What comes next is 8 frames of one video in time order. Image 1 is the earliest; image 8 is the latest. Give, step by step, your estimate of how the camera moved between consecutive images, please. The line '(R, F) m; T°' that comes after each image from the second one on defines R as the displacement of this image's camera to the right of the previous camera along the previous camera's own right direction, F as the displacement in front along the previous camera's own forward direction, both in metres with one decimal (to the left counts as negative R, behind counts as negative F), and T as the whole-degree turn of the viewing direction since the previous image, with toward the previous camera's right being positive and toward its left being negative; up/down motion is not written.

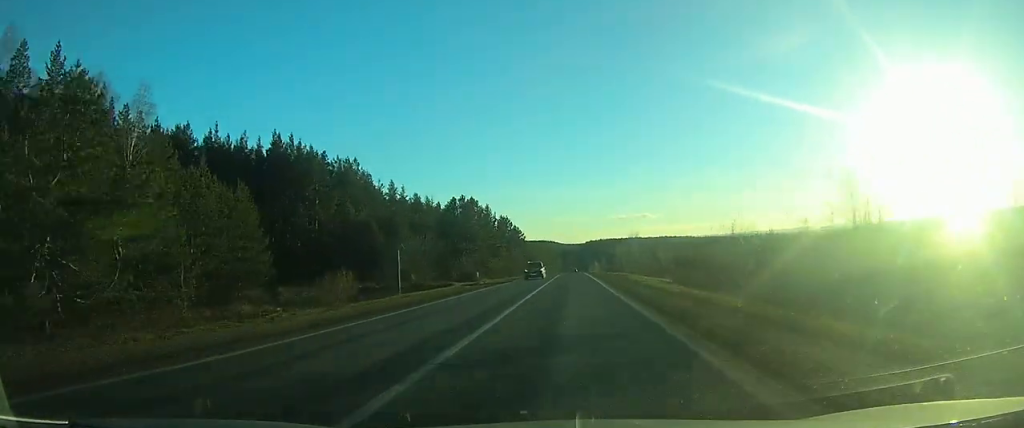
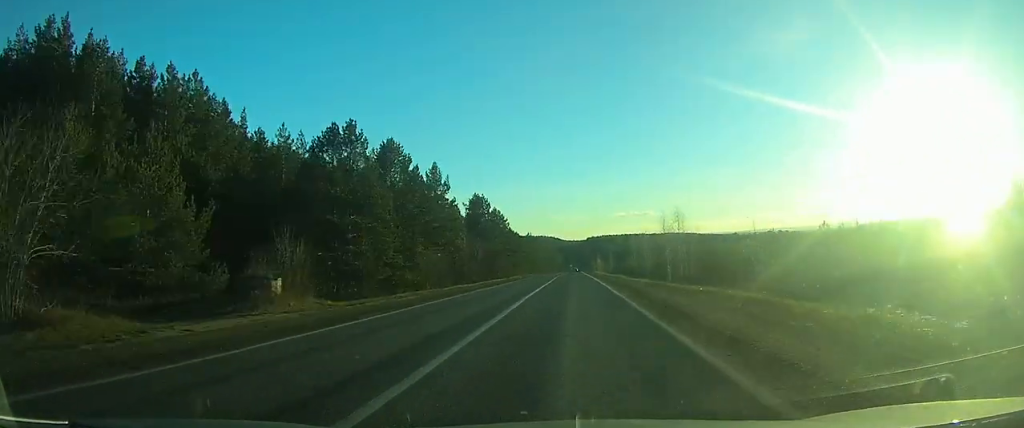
(-0.1, +43.5) m; +1°
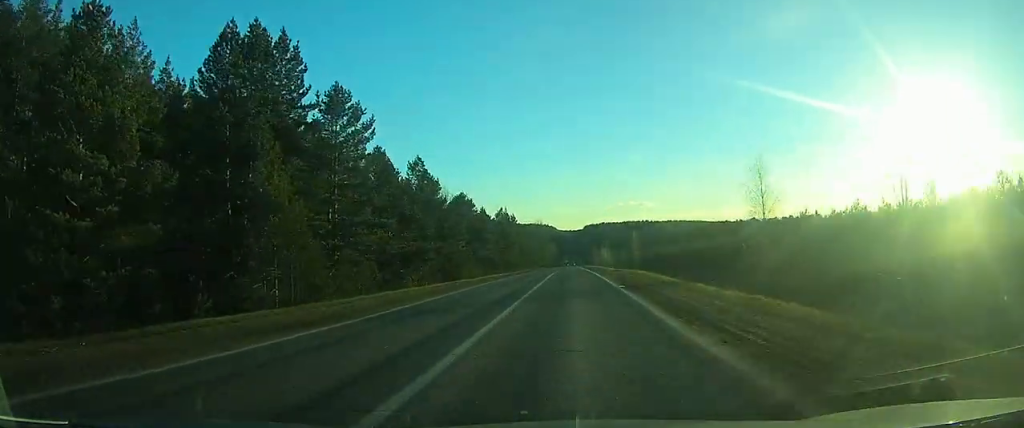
(+6.6, +81.5) m; +1°
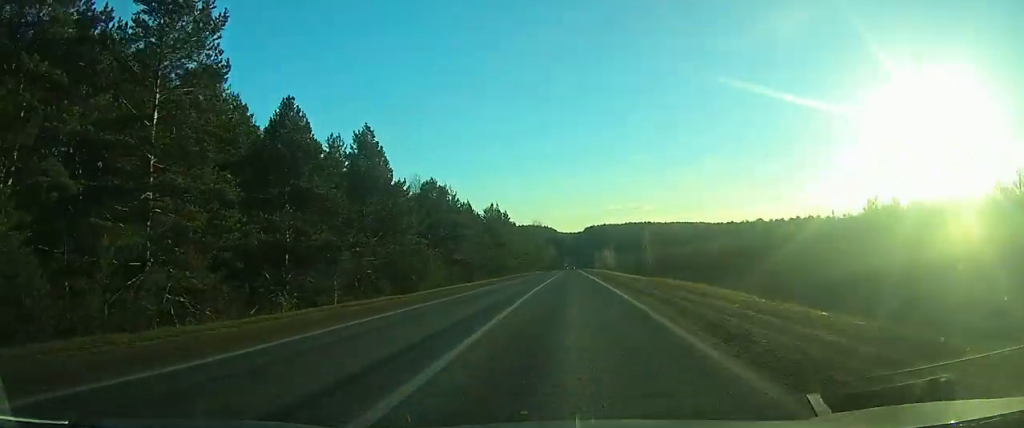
(+0.5, +20.2) m; -4°
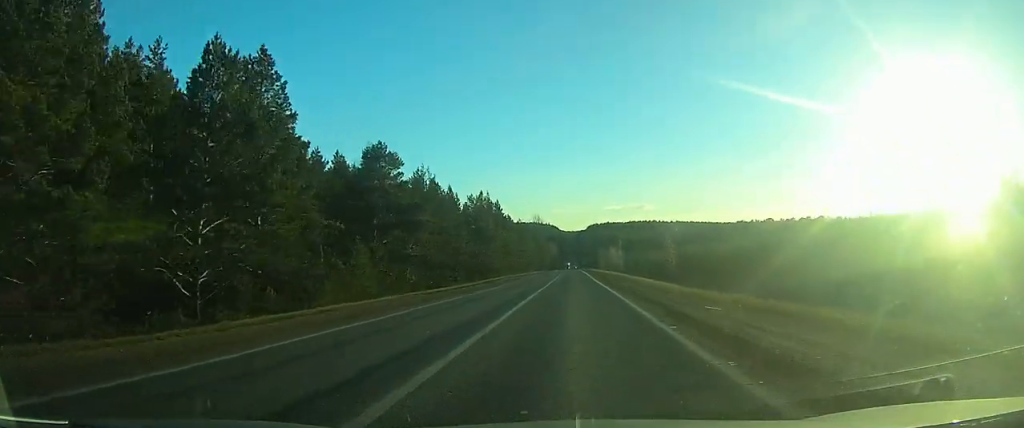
(-4.8, +21.5) m; -4°
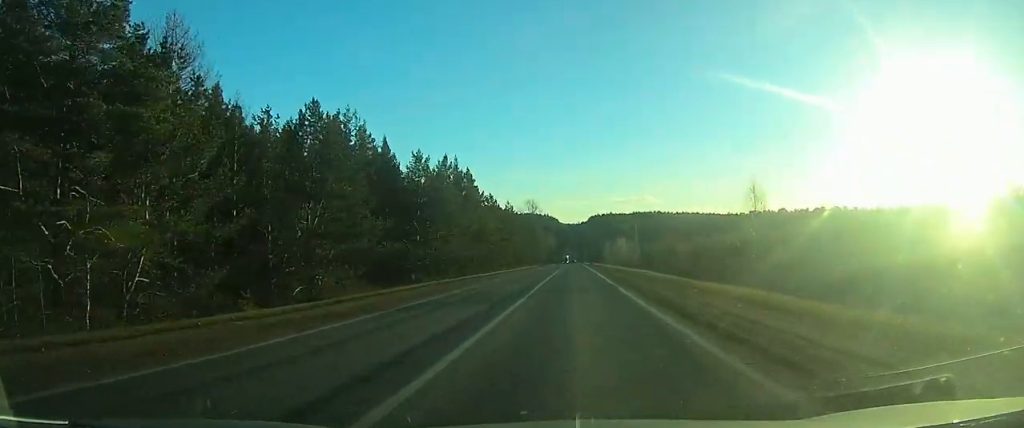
(+1.6, +35.3) m; +5°
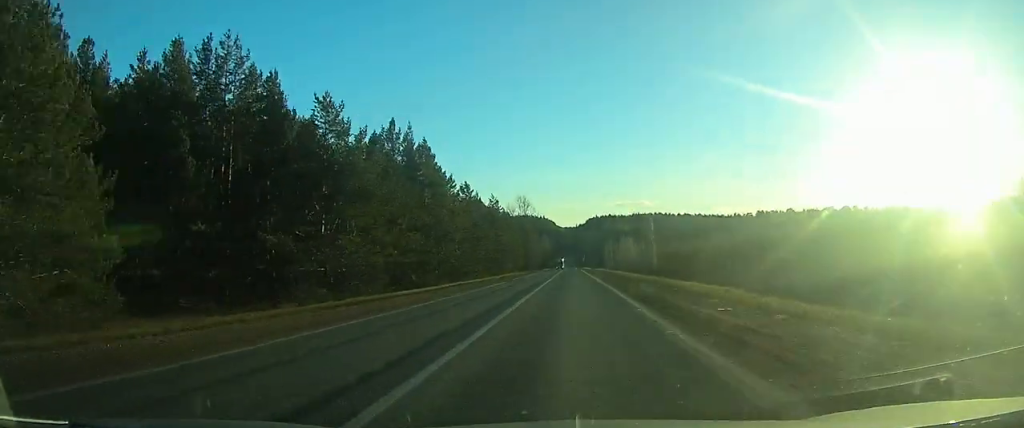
(+0.6, +23.7) m; +2°
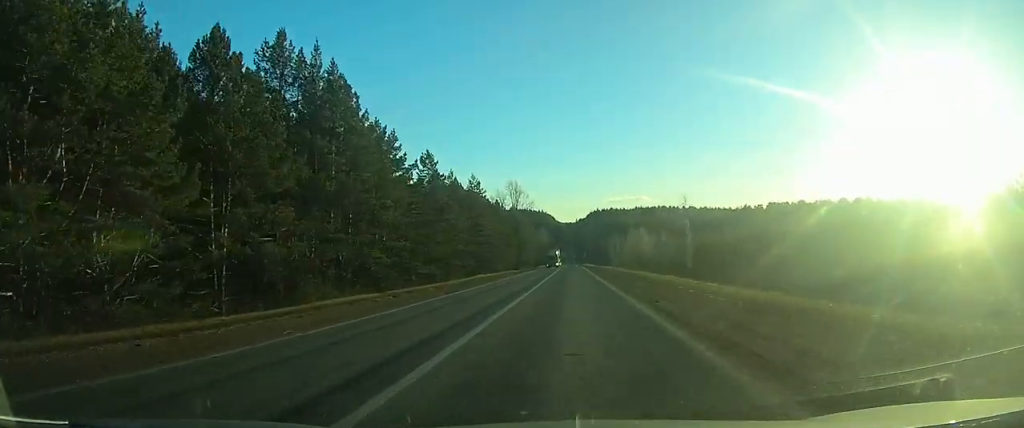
(0.0, +23.3) m; 0°
